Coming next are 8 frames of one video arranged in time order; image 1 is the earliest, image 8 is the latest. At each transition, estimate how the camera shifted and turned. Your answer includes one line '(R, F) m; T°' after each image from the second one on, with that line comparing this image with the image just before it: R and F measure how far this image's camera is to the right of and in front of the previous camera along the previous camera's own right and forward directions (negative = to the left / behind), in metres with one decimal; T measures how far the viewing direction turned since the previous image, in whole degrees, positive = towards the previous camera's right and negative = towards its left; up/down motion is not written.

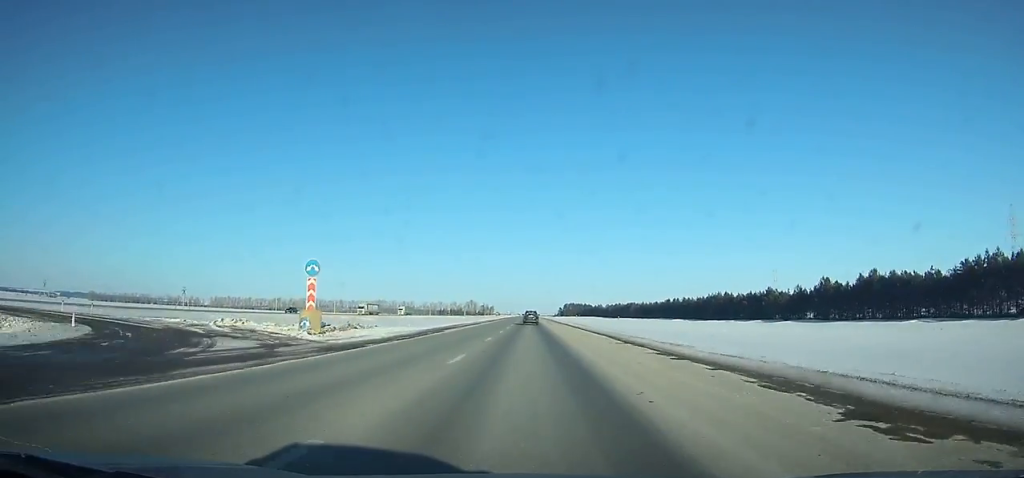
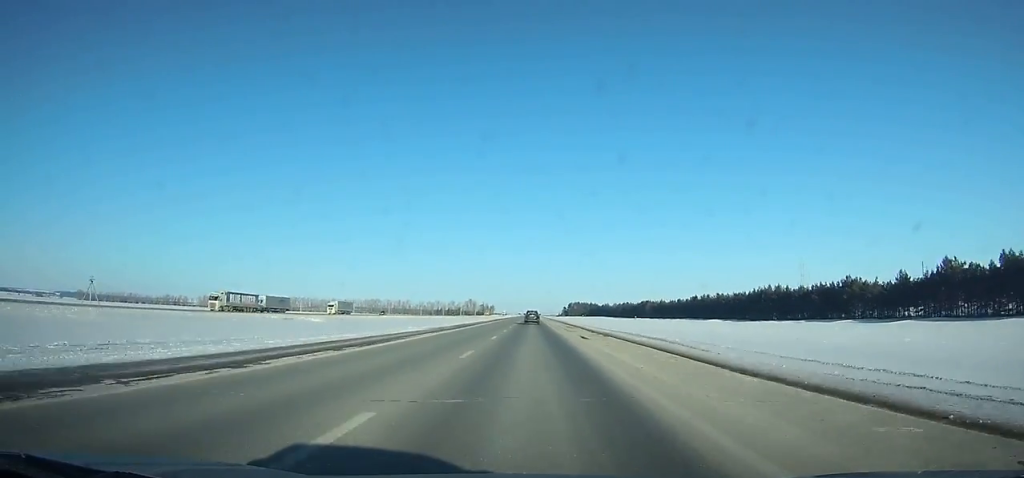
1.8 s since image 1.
(0.0, +45.9) m; 0°
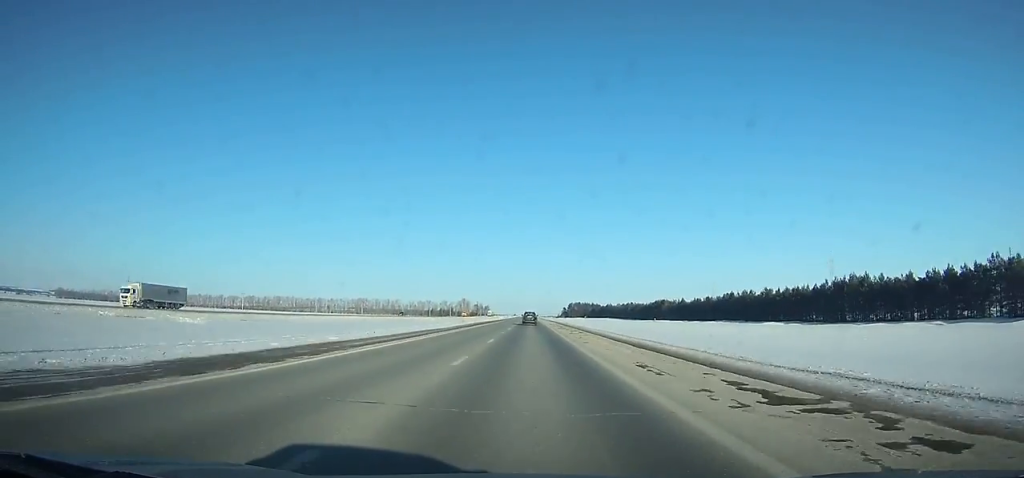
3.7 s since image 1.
(0.0, +48.6) m; 0°
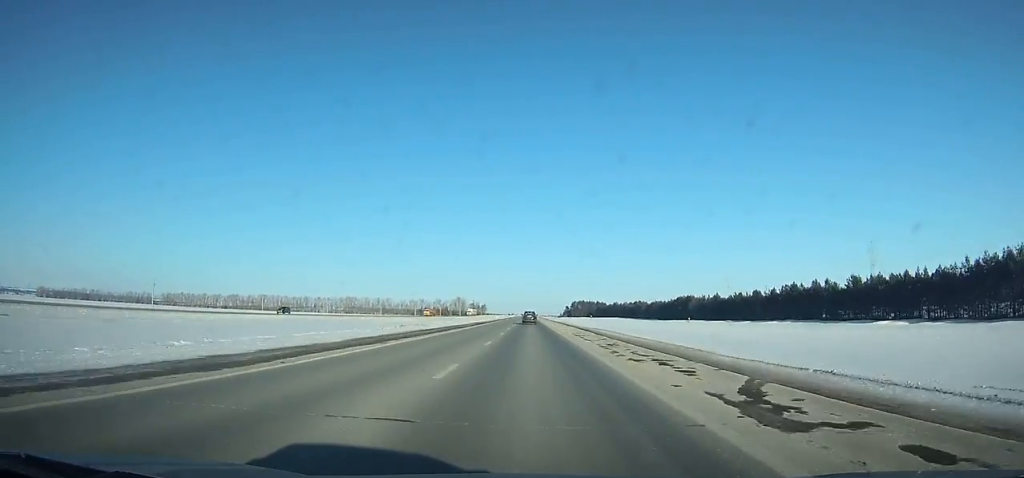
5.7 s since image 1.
(0.0, +51.5) m; 0°
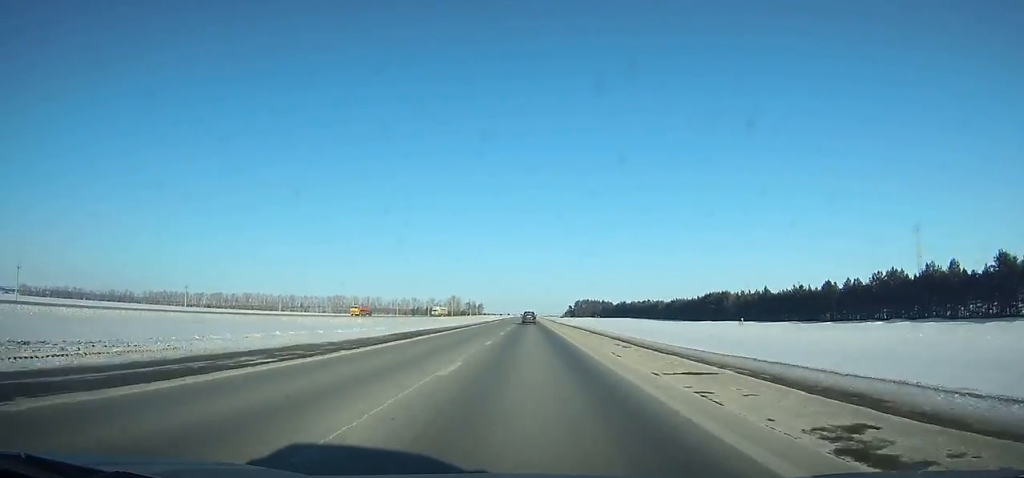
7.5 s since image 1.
(+0.1, +46.5) m; 0°
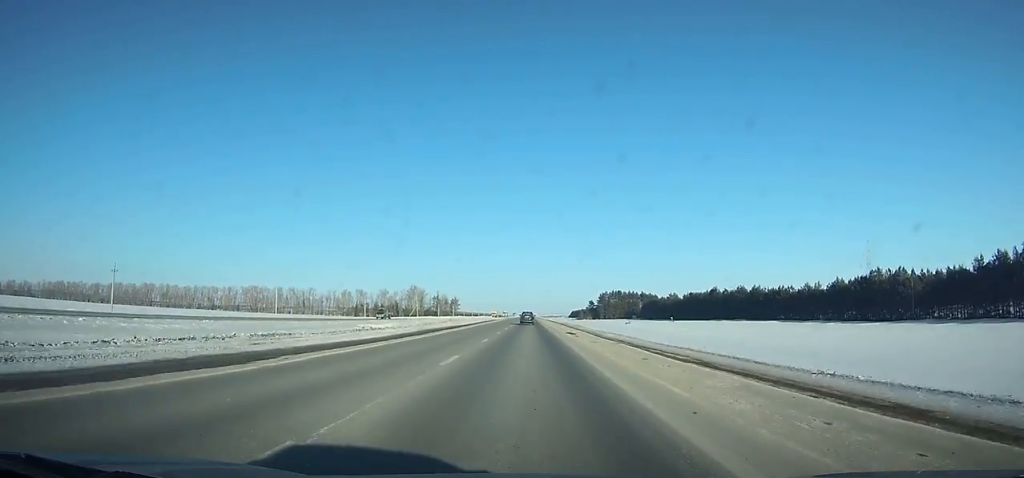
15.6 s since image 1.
(+0.4, +211.2) m; 0°
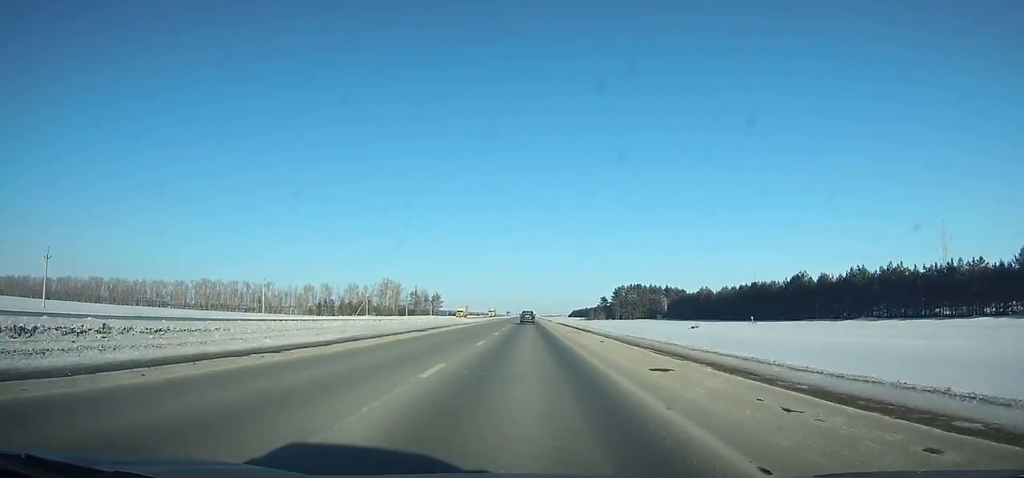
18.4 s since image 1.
(0.0, +73.4) m; 0°
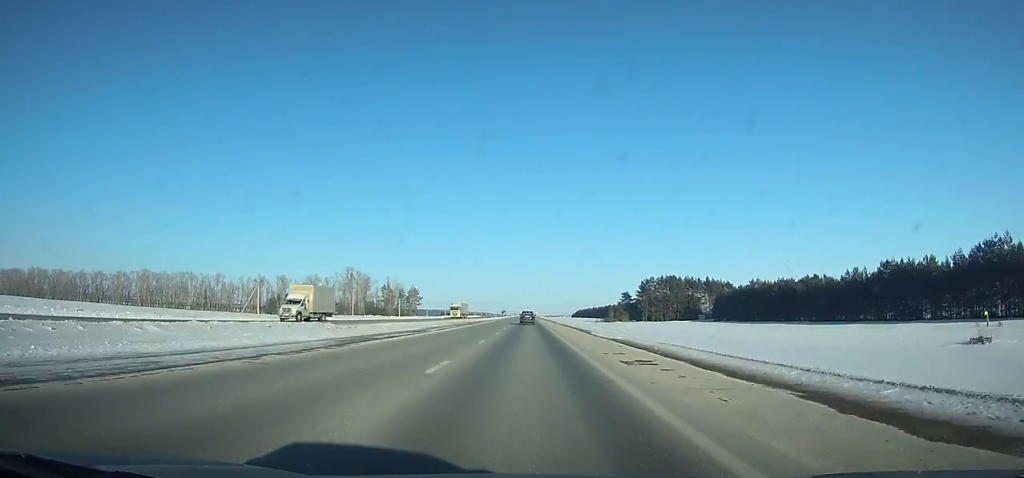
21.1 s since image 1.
(0.0, +70.8) m; 0°
